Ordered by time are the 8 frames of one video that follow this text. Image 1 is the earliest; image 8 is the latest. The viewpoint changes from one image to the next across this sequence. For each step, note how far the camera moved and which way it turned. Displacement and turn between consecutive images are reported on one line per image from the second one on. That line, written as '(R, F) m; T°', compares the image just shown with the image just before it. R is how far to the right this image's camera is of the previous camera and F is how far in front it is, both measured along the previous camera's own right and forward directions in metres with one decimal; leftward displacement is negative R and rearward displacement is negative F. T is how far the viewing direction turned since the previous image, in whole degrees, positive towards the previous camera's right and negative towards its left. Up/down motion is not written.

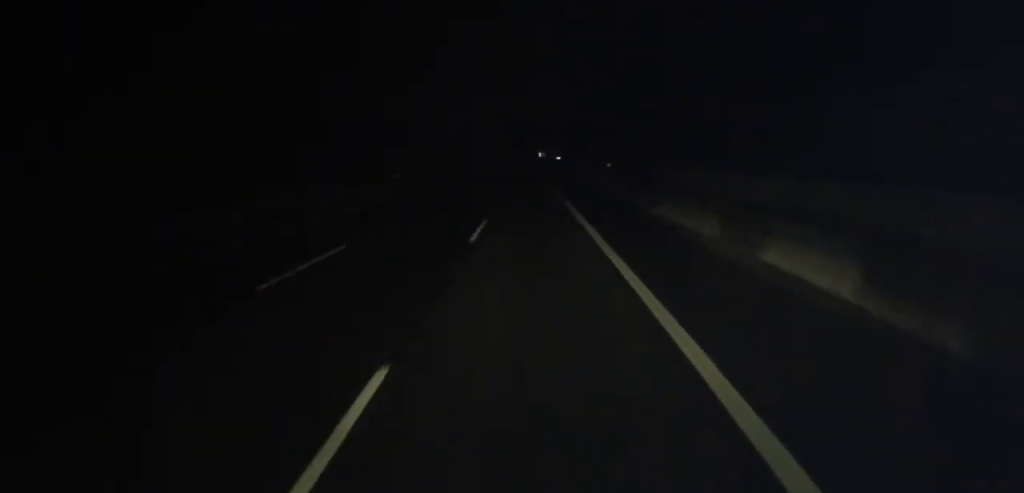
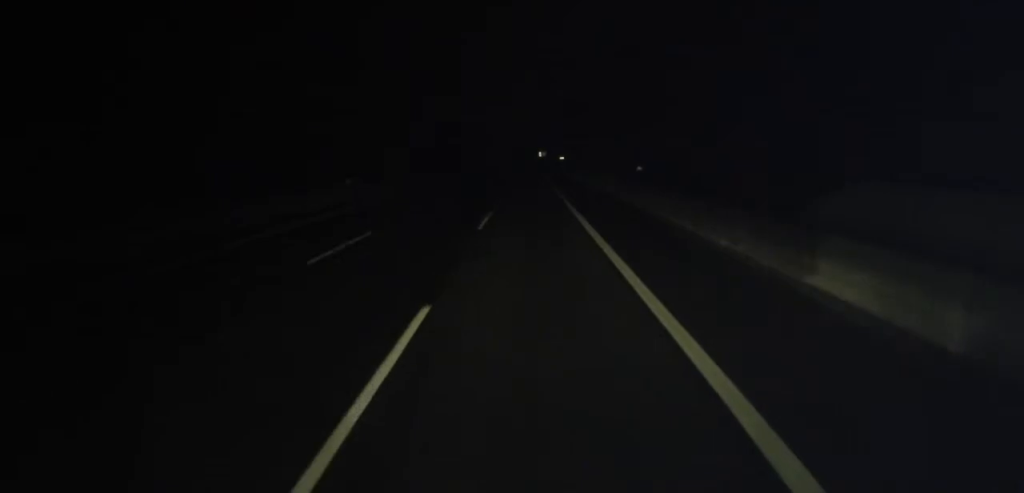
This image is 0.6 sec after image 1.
(-0.2, +14.7) m; -1°
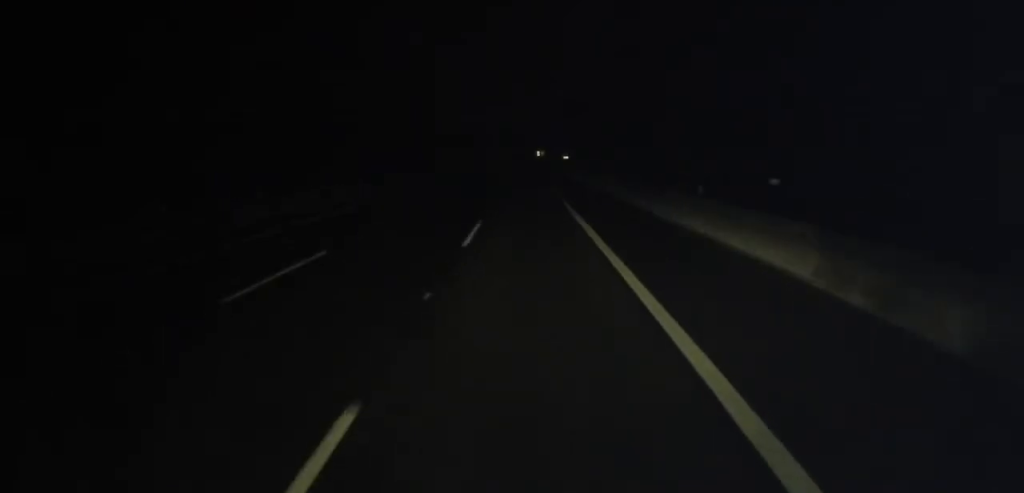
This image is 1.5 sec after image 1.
(-0.2, +21.9) m; -1°
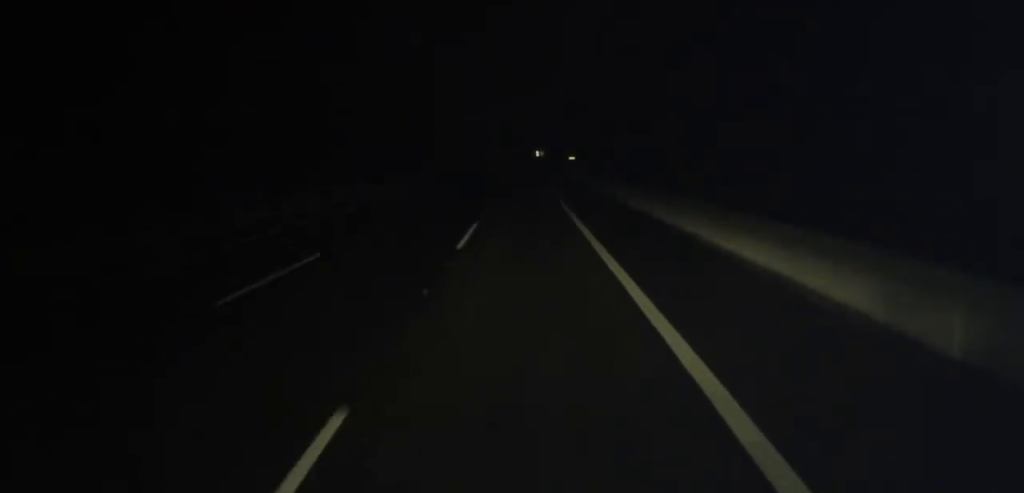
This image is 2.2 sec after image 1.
(0.0, +17.7) m; 0°
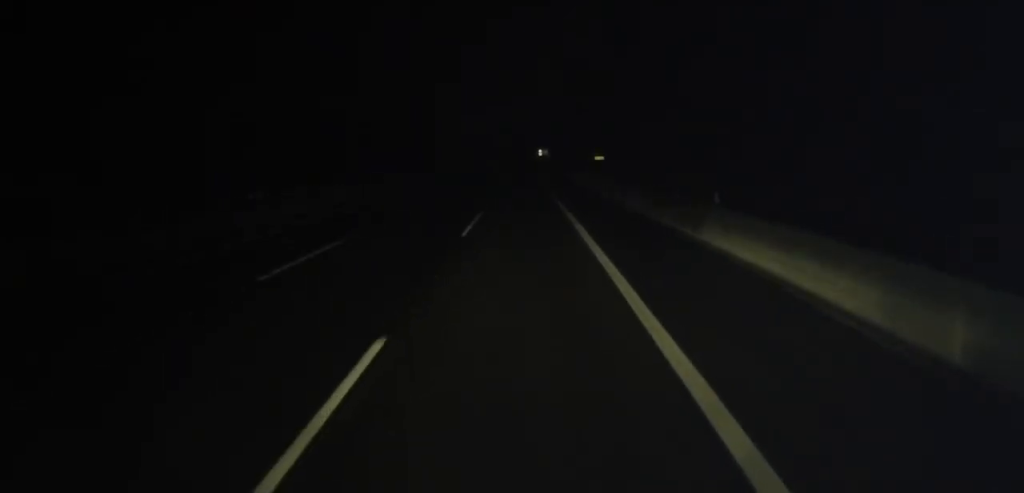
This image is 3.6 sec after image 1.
(+0.2, +32.6) m; +1°
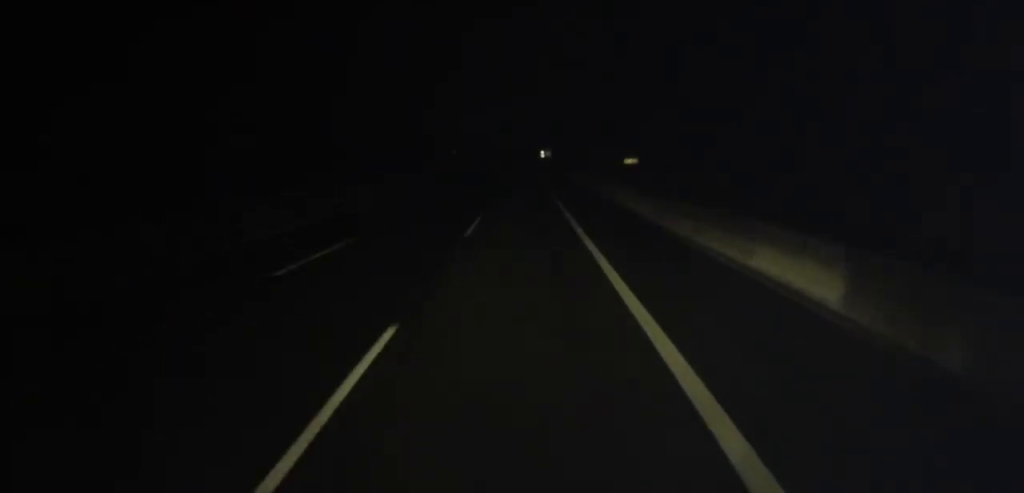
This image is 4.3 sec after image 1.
(+0.1, +16.7) m; 0°
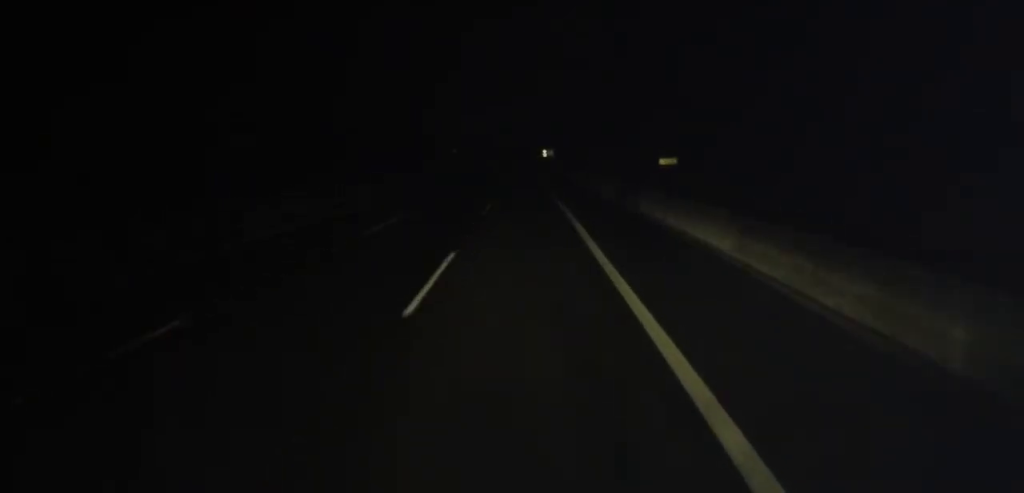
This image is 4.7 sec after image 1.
(0.0, +10.3) m; 0°
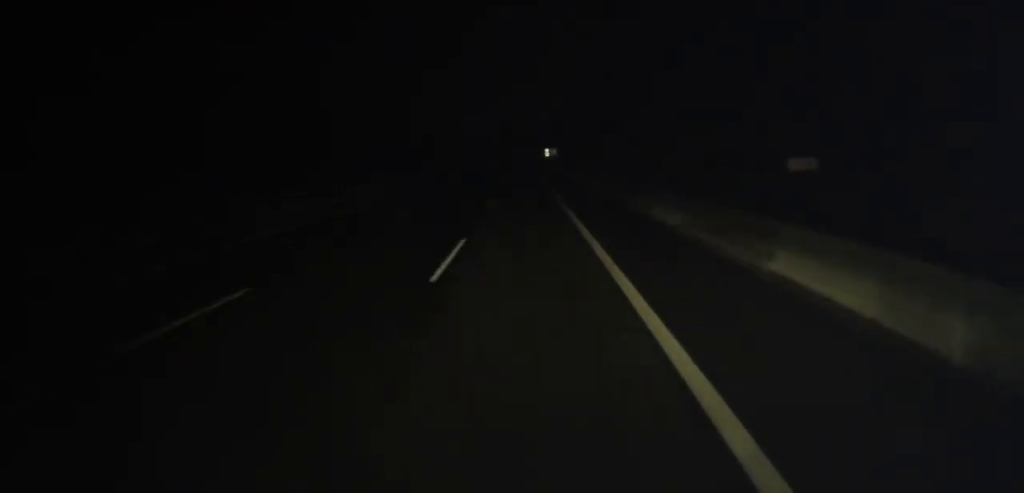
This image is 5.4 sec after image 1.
(0.0, +14.9) m; 0°
